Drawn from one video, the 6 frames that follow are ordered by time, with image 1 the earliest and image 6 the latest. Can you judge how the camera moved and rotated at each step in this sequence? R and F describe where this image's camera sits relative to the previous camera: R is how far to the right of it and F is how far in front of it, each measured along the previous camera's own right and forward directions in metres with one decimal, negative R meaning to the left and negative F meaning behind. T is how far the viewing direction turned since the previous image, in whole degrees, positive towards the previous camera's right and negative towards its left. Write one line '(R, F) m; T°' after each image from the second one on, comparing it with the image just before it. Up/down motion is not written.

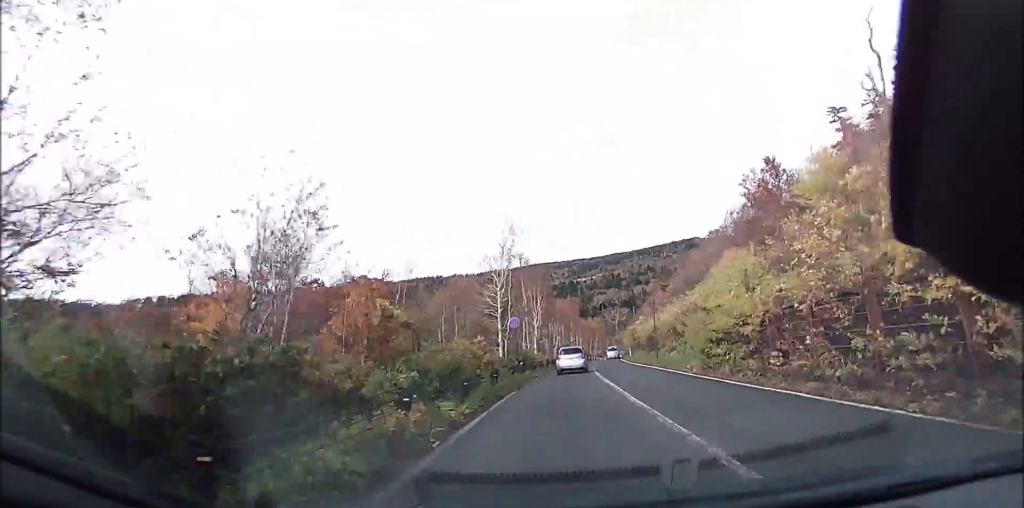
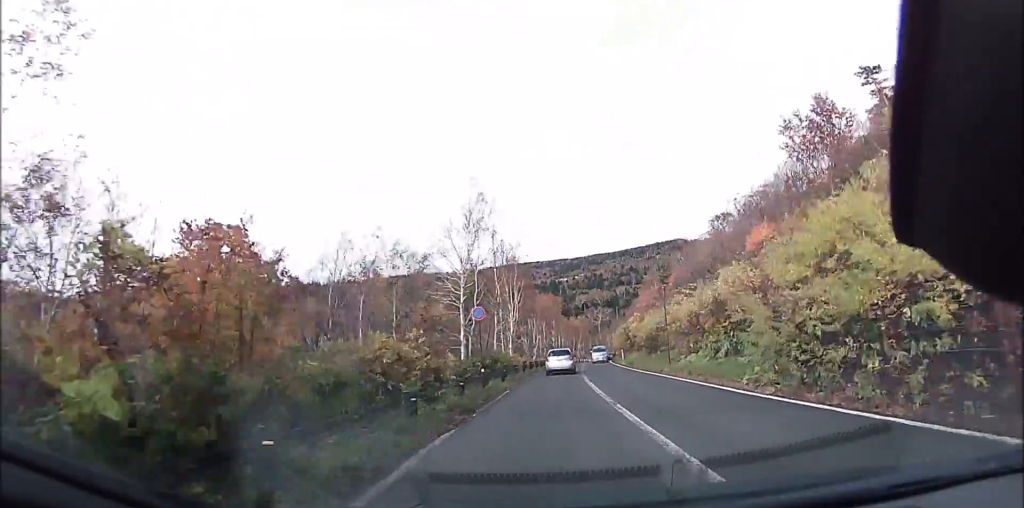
(+0.1, +6.9) m; +2°
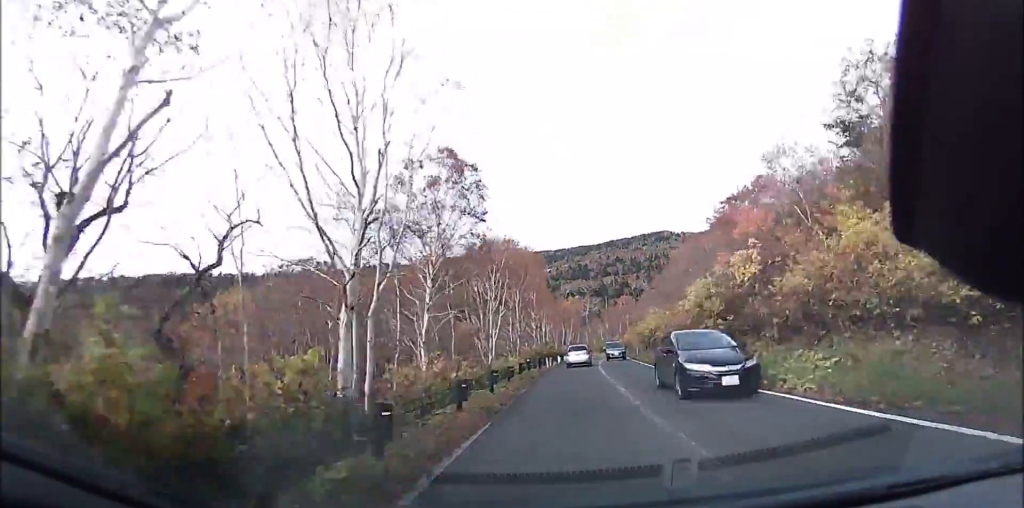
(+1.5, +26.4) m; +6°
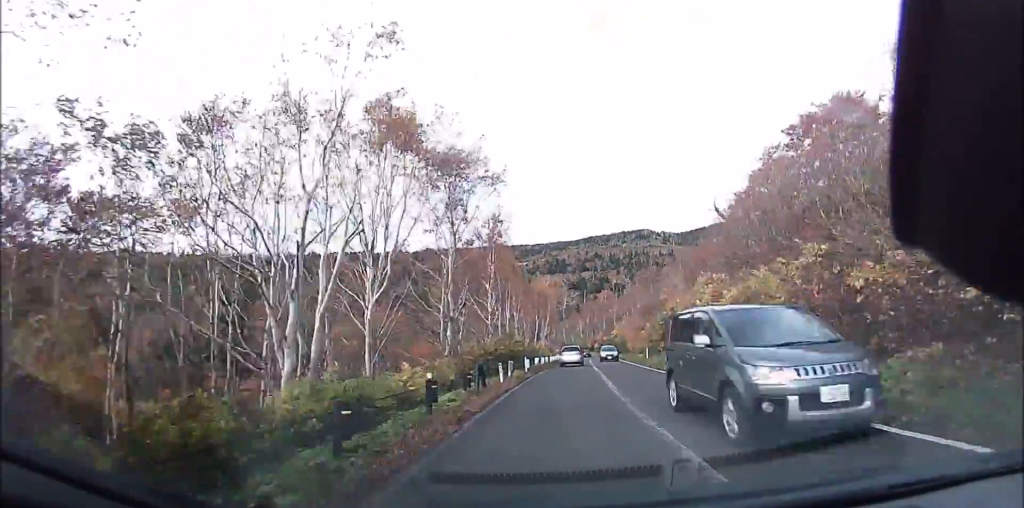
(+0.5, +16.4) m; +3°
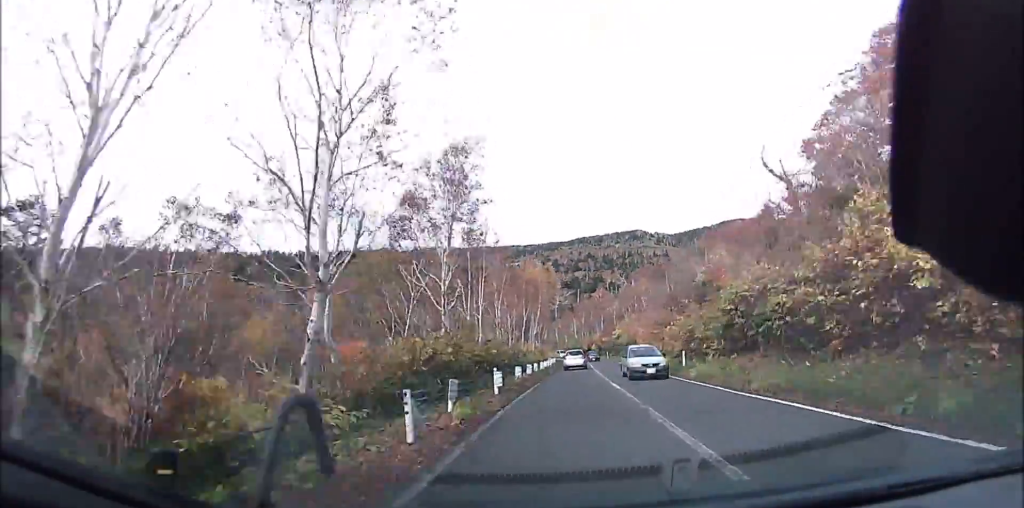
(+0.1, +10.3) m; +2°
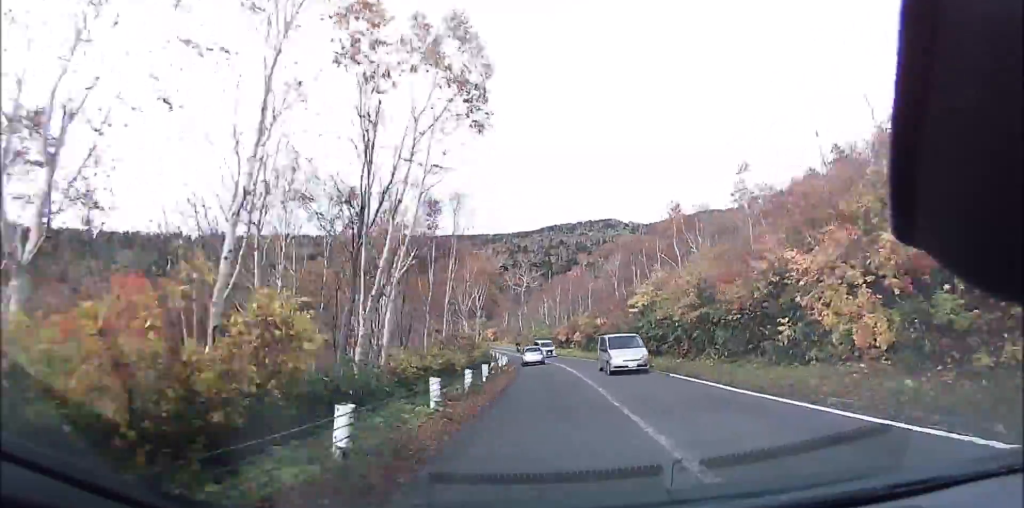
(+1.4, +31.5) m; +3°
